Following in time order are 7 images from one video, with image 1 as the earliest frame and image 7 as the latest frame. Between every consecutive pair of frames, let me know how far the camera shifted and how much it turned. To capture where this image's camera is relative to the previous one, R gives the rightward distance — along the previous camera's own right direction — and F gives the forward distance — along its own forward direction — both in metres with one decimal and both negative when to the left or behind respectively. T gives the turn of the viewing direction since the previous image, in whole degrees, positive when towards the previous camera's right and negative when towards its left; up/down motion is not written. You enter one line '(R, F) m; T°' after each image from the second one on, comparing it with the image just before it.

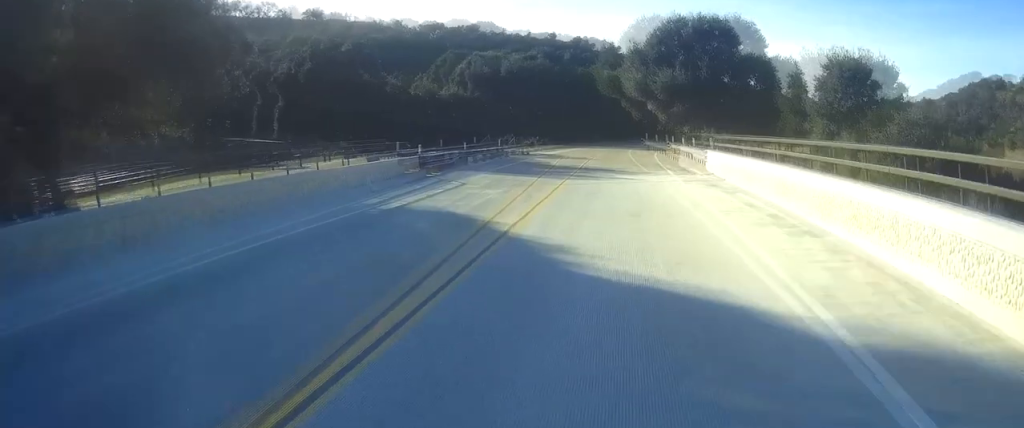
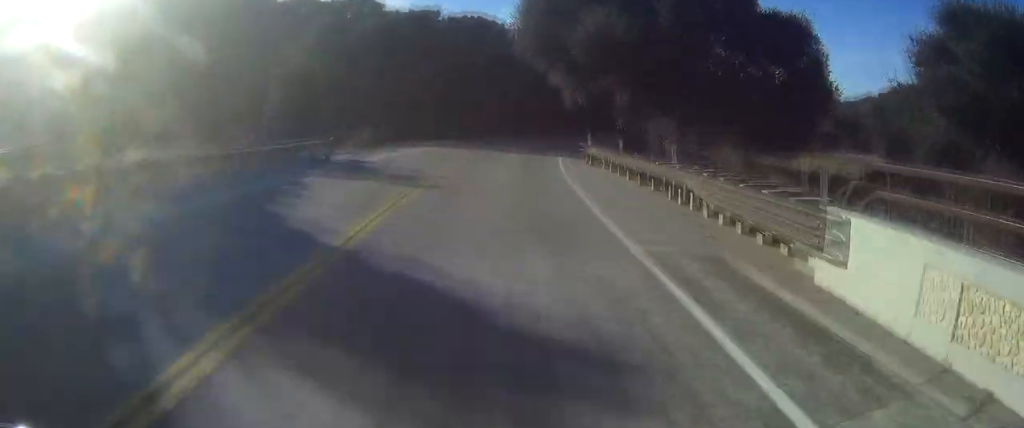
(0.0, +22.3) m; 0°
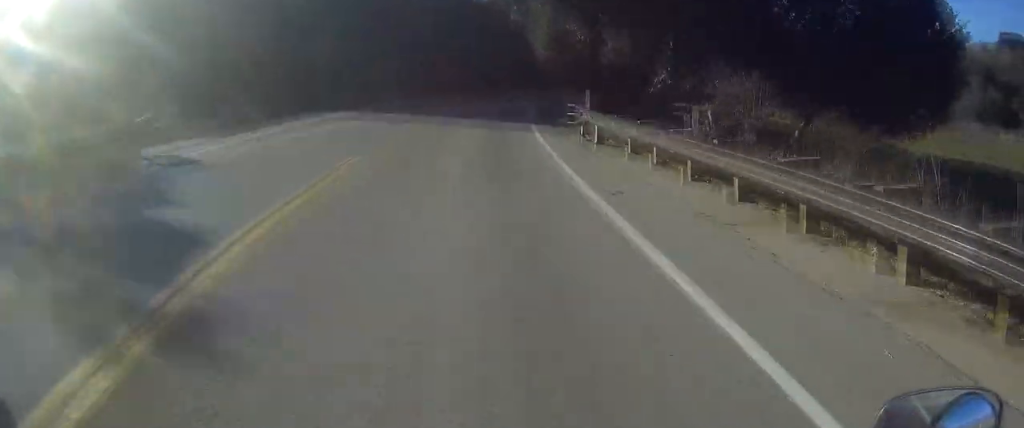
(0.0, +12.5) m; -1°
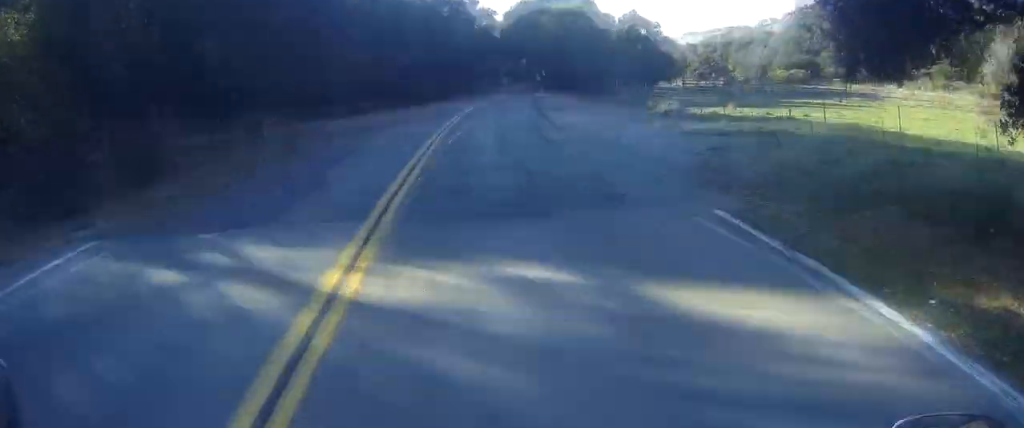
(-0.9, +34.1) m; +1°
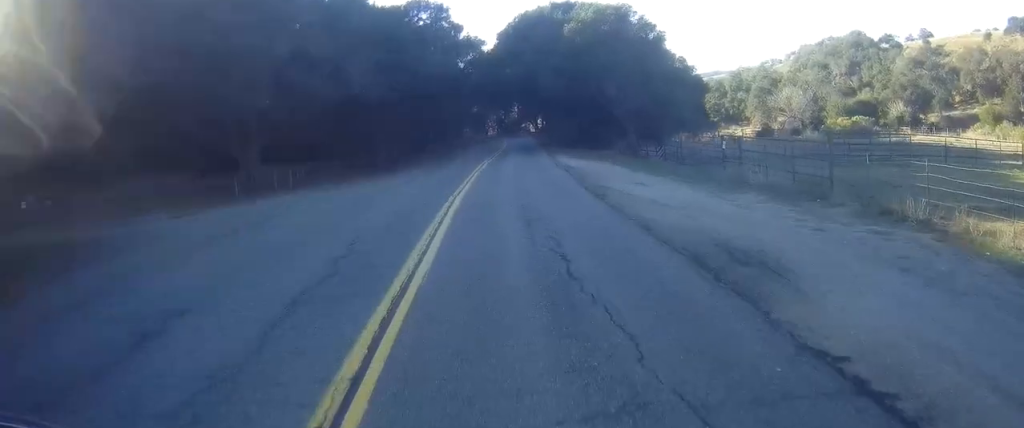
(+2.1, +23.1) m; +12°
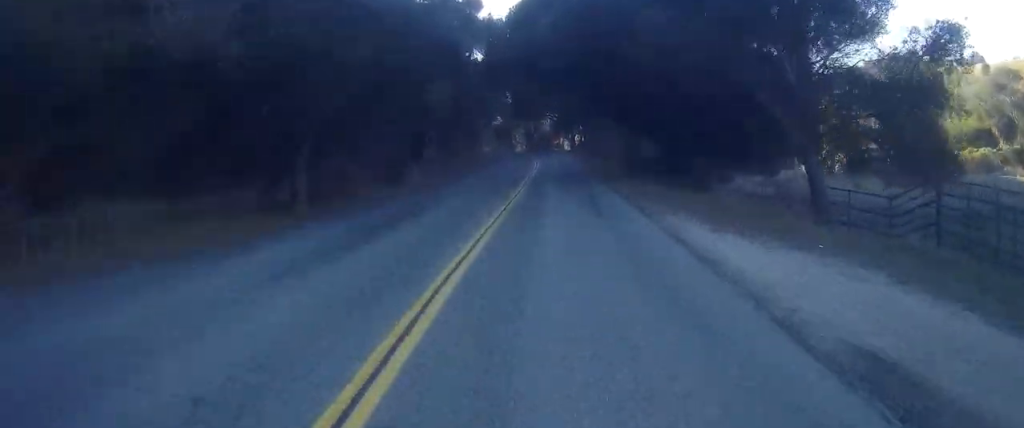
(+1.6, +23.0) m; +3°
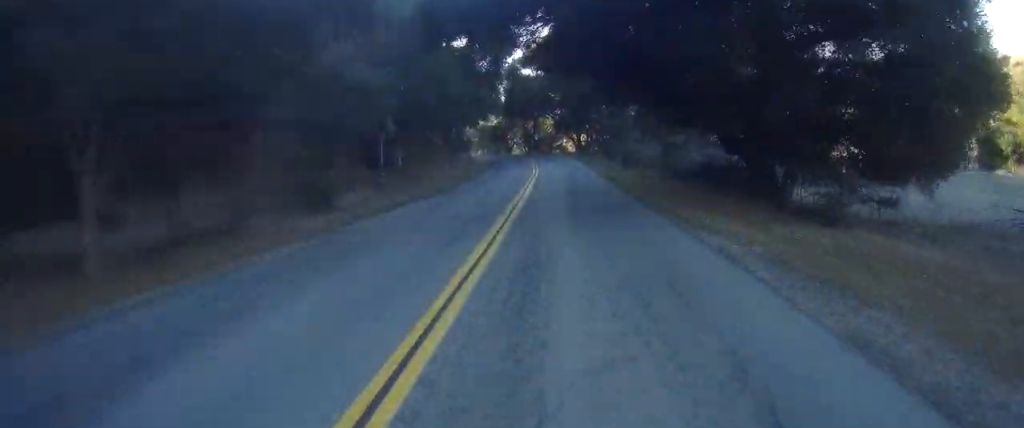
(-0.3, +14.3) m; -2°
